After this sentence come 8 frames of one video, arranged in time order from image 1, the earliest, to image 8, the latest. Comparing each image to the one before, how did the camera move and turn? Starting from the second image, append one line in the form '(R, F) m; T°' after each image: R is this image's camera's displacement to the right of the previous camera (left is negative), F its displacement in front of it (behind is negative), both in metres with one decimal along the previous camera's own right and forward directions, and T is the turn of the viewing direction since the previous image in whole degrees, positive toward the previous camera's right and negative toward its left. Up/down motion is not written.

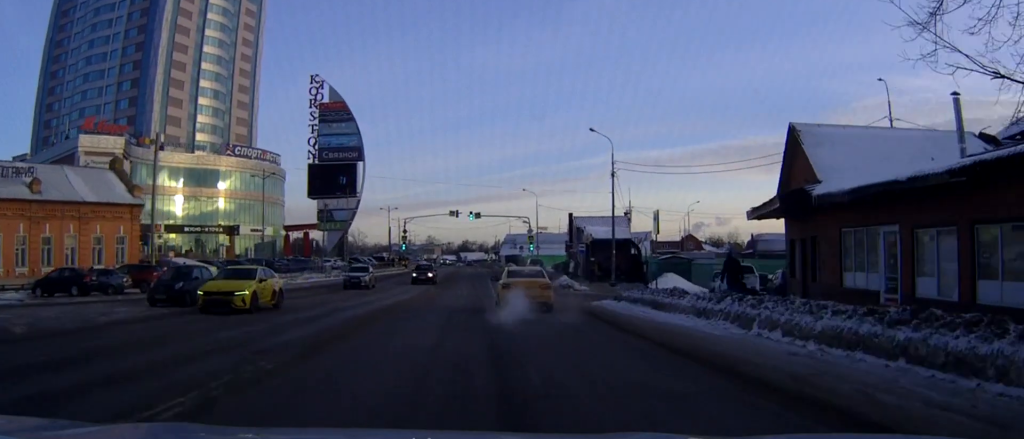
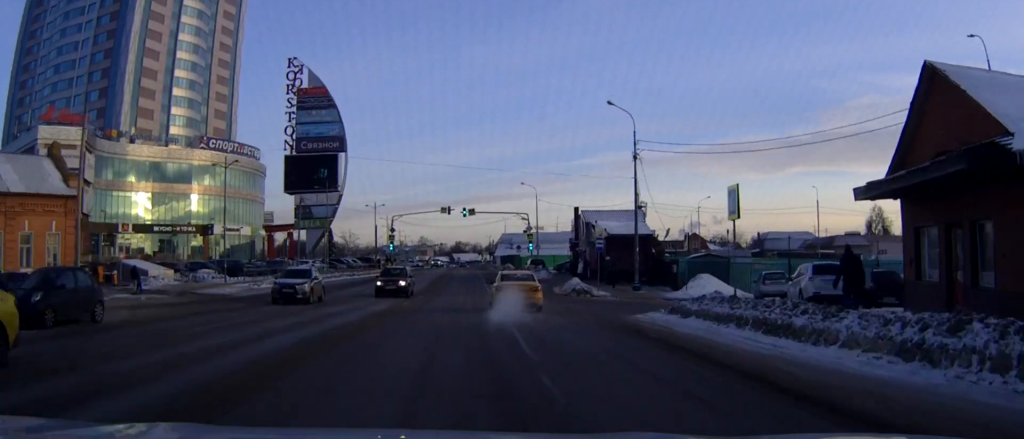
(+0.1, +8.9) m; +1°
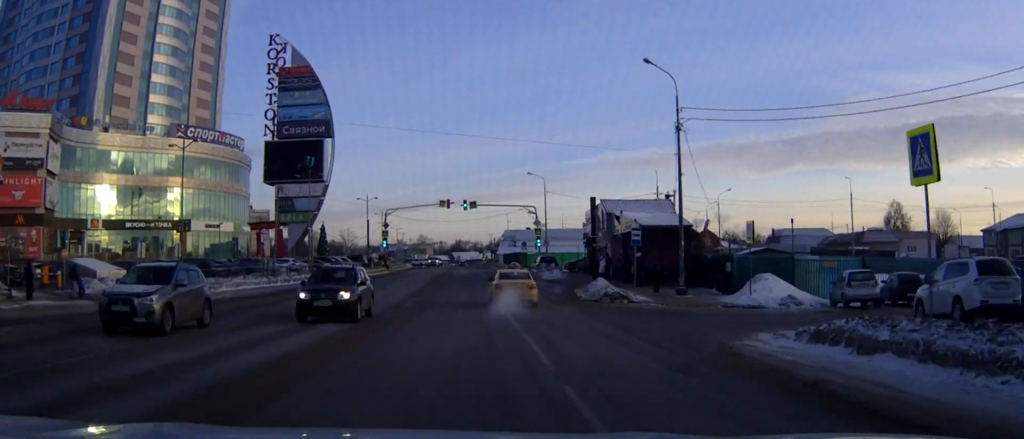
(0.0, +9.0) m; 0°
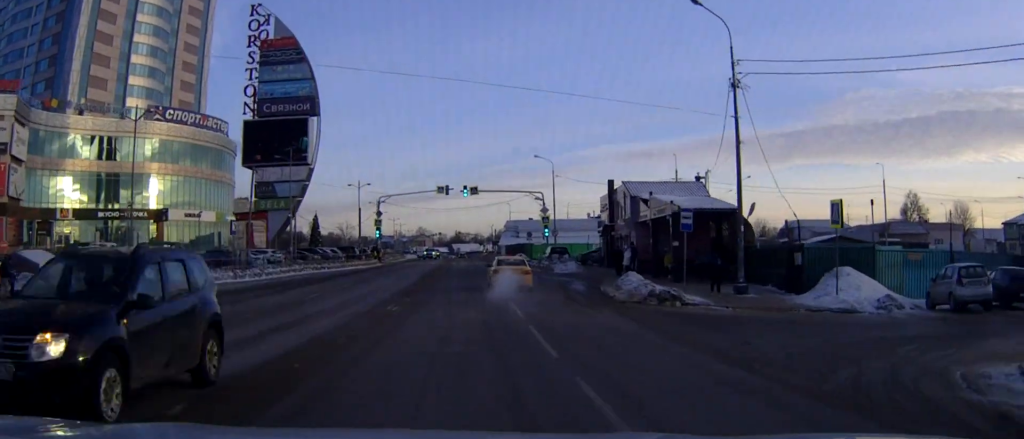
(0.0, +8.1) m; 0°
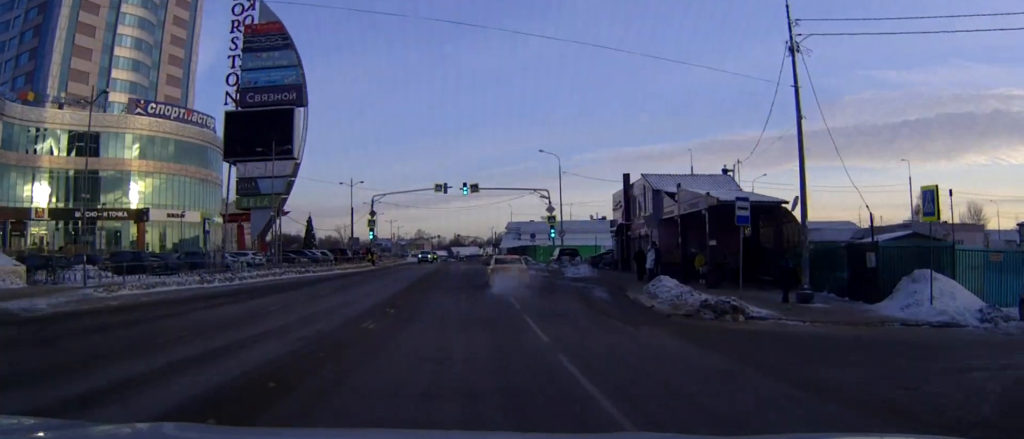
(0.0, +5.7) m; 0°
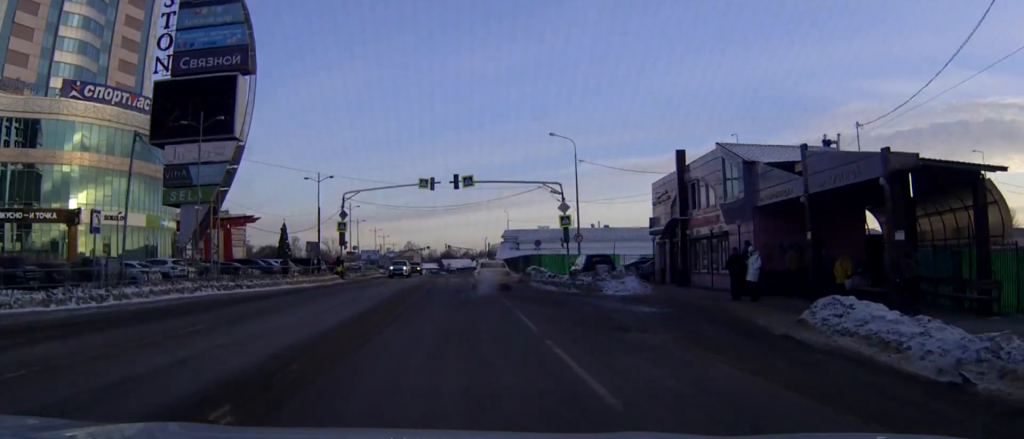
(+0.1, +14.8) m; 0°
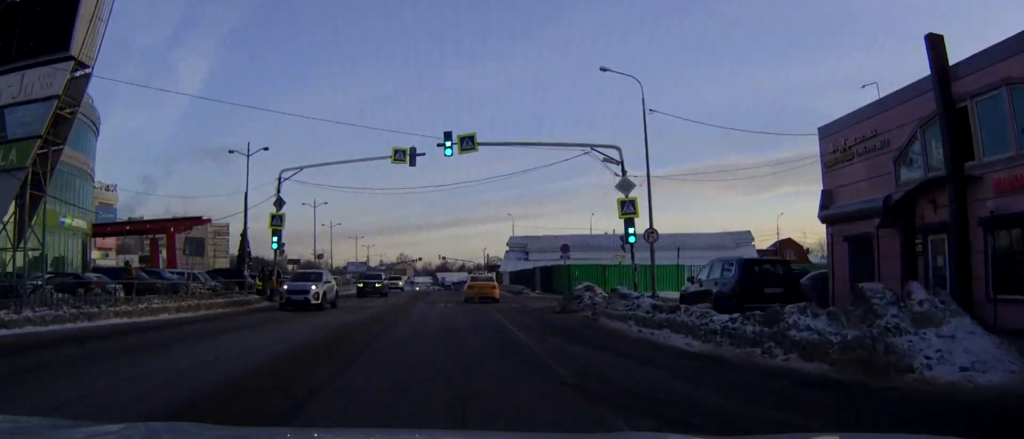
(0.0, +22.2) m; 0°
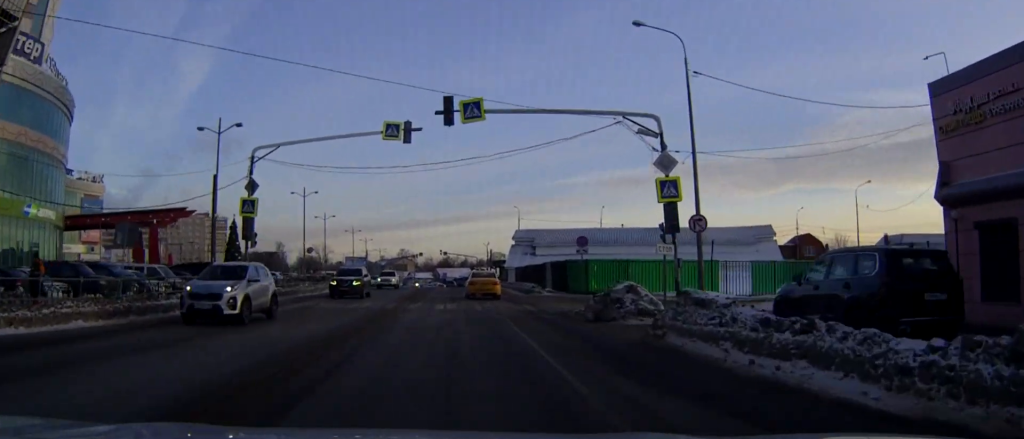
(0.0, +6.3) m; 0°
